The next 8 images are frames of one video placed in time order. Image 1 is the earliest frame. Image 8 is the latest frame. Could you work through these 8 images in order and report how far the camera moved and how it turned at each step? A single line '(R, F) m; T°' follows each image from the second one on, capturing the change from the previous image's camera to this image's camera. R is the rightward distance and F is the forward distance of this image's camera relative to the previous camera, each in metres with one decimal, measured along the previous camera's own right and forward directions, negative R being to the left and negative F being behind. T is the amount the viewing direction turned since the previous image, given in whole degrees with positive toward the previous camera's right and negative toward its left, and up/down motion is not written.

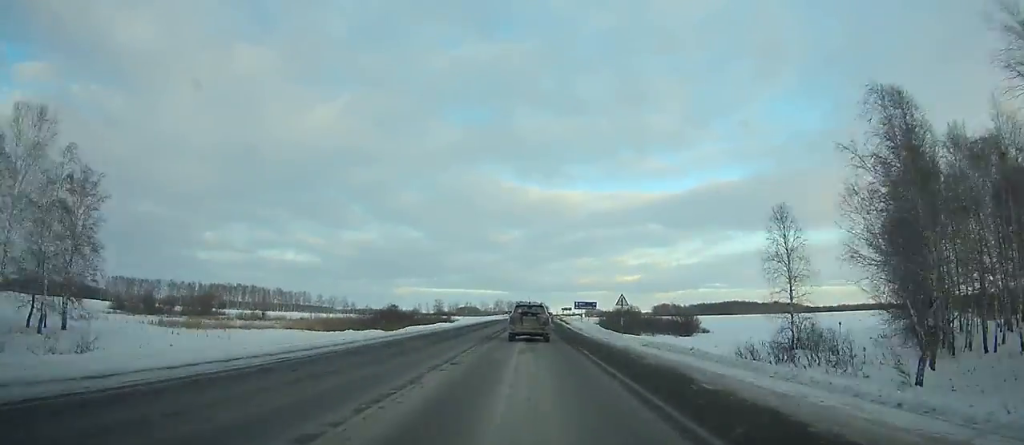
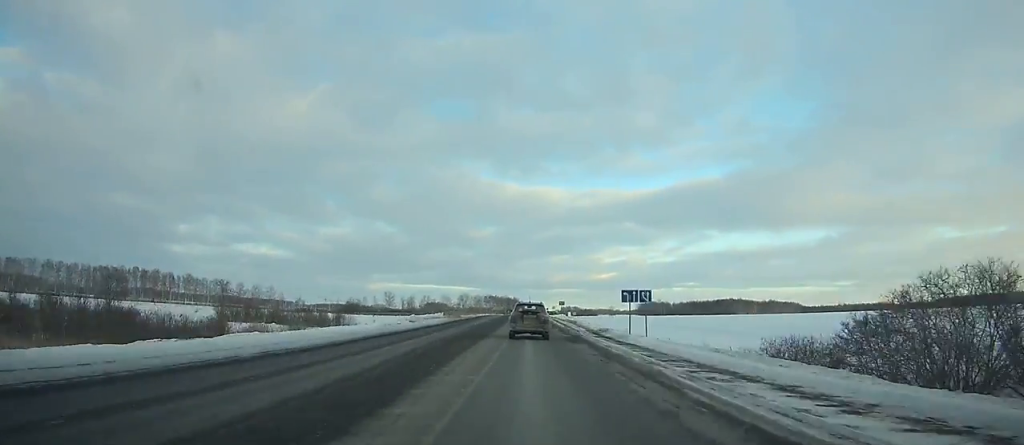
(+0.6, +99.1) m; +1°
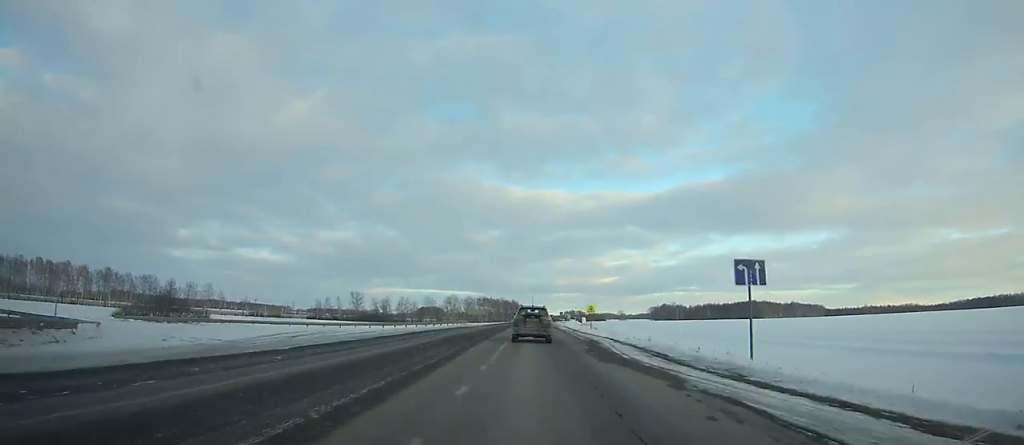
(+0.9, +84.1) m; +1°
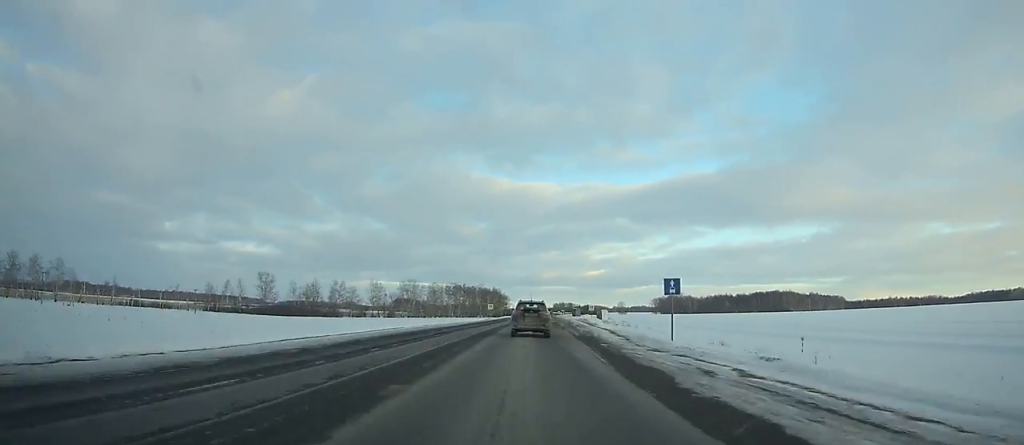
(+1.0, +108.2) m; +1°
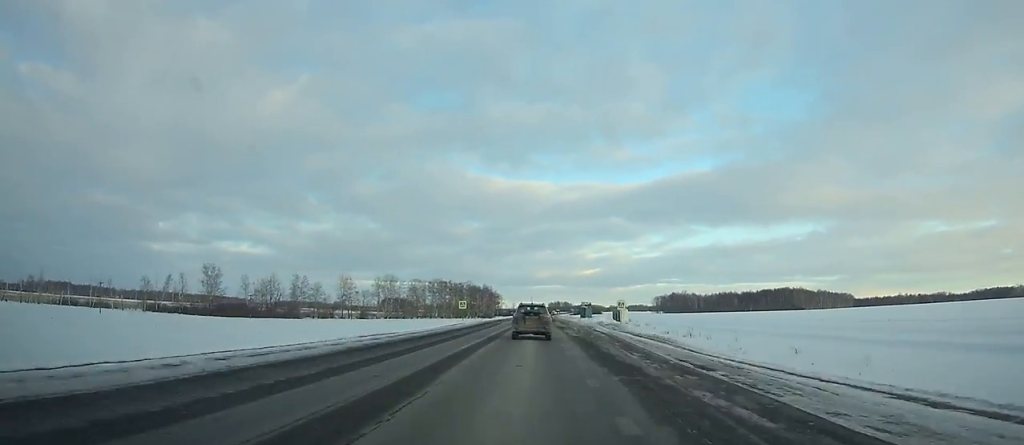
(+0.3, +38.5) m; 0°
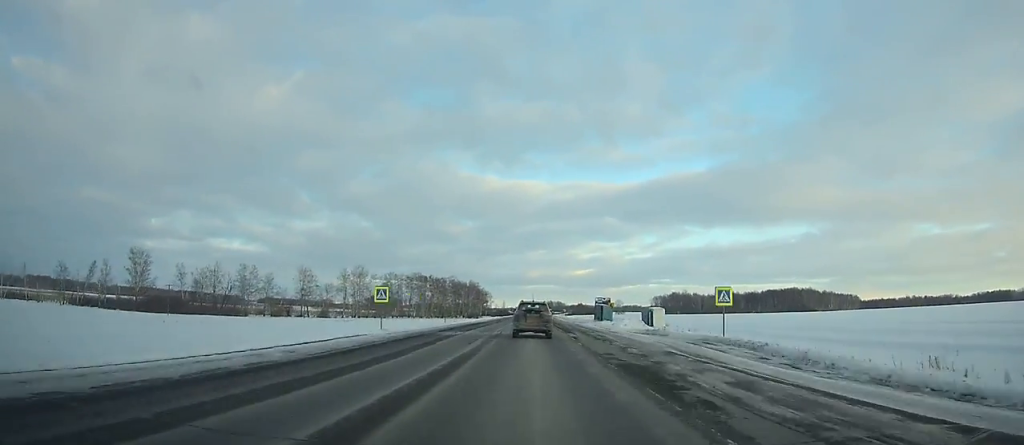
(+0.1, +38.5) m; 0°
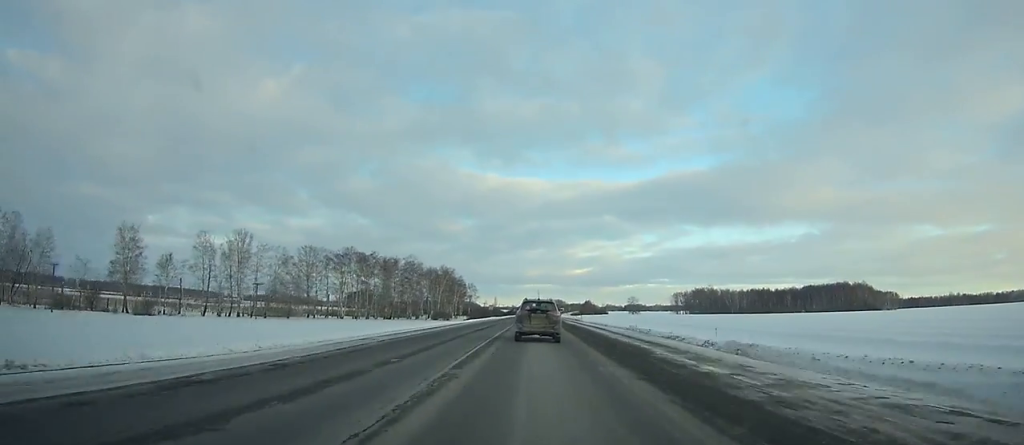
(+0.9, +97.8) m; +1°
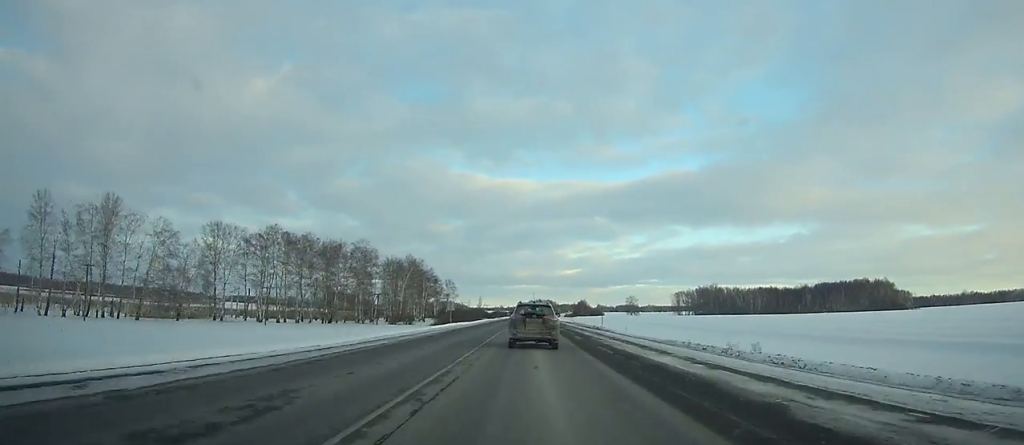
(+0.2, +45.3) m; +1°
